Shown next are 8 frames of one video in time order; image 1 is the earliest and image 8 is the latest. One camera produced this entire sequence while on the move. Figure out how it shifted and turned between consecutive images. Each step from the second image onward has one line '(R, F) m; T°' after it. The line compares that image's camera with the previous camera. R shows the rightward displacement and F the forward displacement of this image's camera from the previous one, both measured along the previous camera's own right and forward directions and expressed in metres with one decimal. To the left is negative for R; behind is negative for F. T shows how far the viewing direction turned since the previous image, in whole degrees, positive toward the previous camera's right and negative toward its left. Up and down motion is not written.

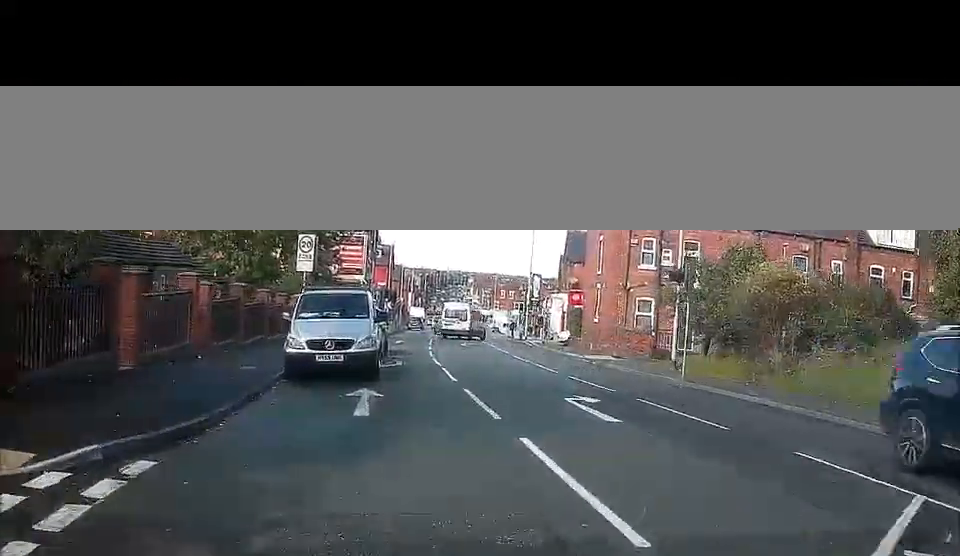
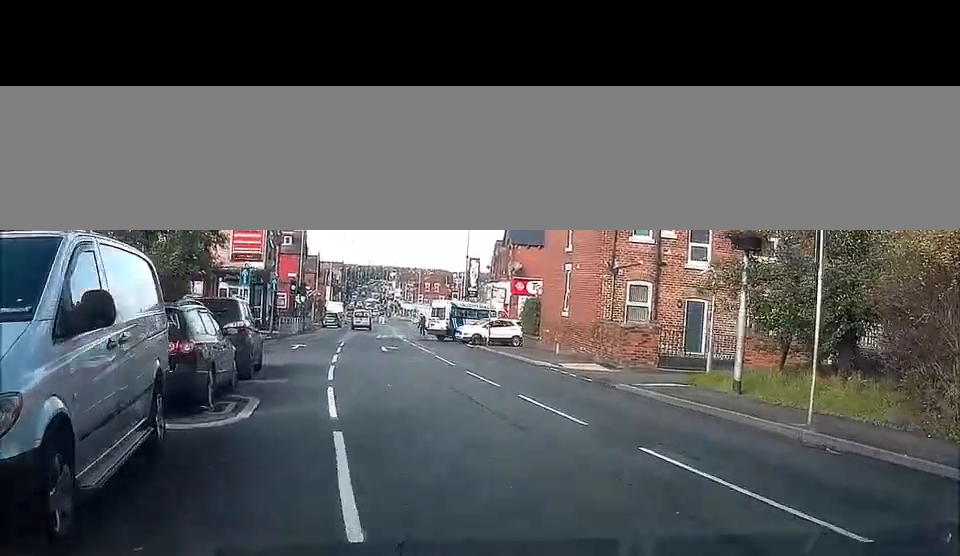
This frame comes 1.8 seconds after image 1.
(+0.4, +10.9) m; 0°
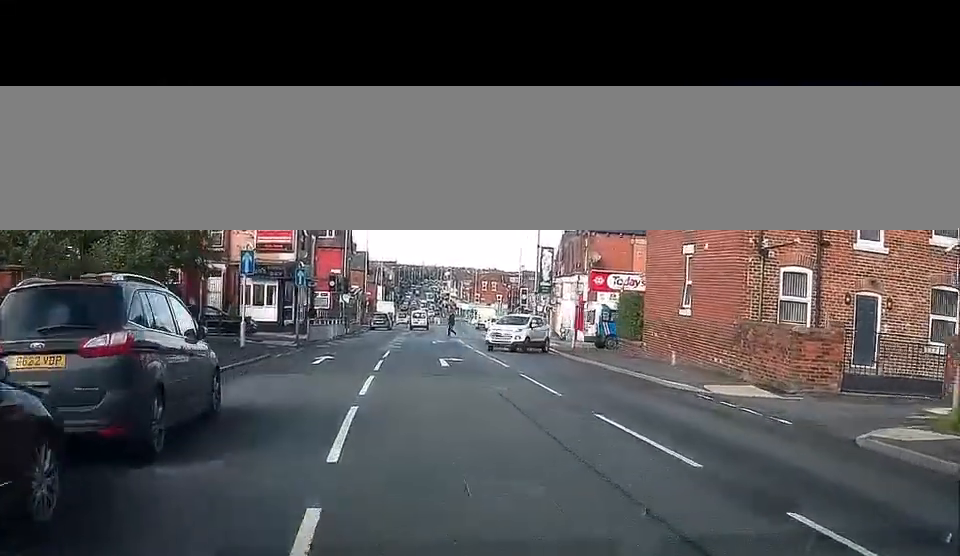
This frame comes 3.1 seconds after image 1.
(-0.5, +8.6) m; -3°
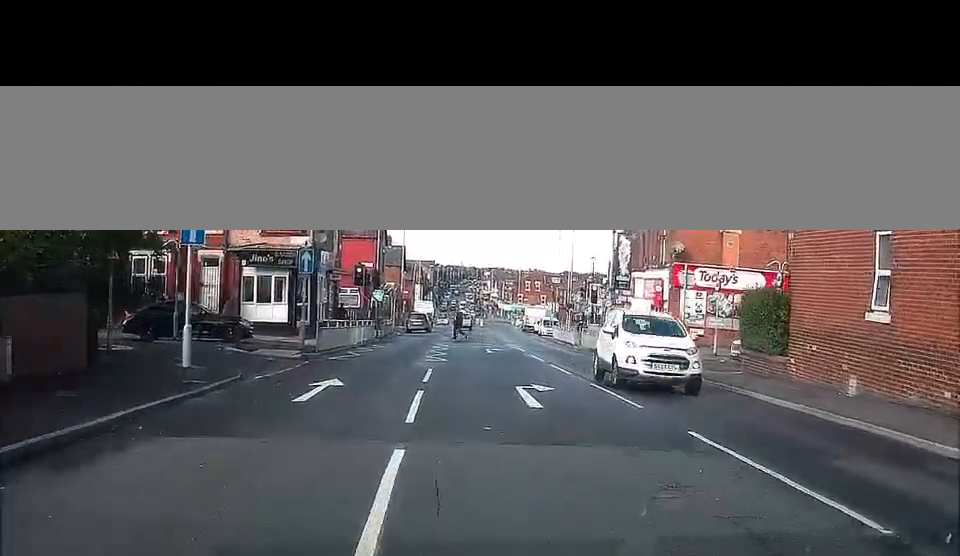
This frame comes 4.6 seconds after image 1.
(0.0, +10.4) m; -3°
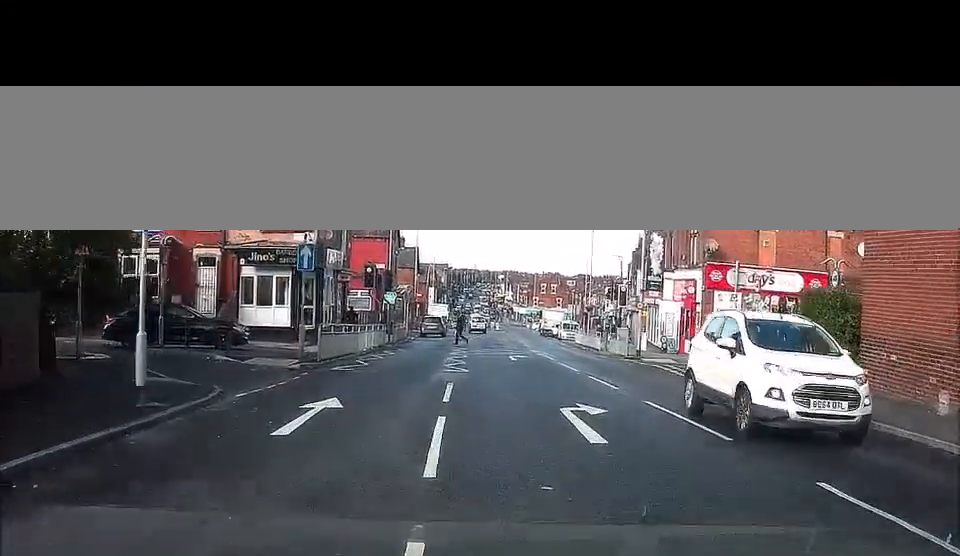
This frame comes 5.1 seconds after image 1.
(-0.1, +2.4) m; -2°
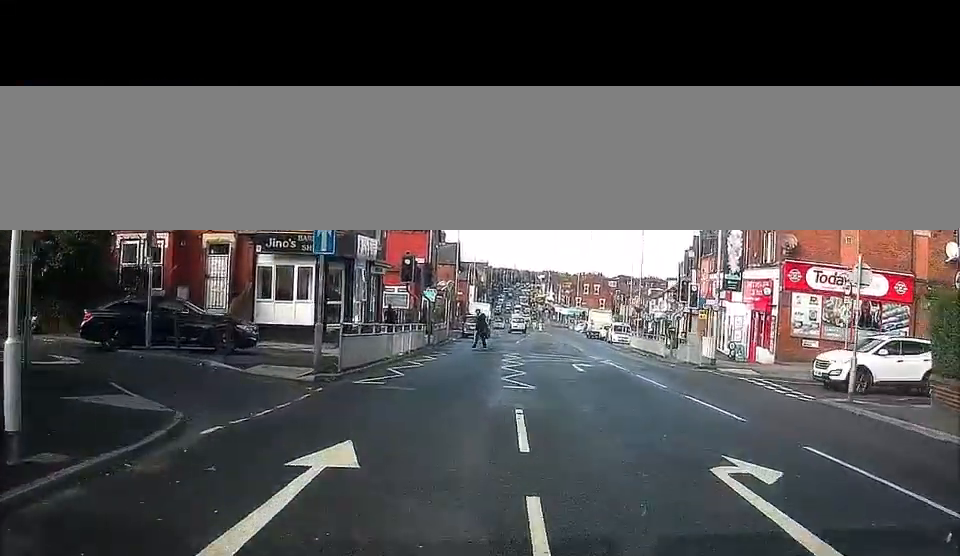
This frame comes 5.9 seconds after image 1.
(-0.1, +3.5) m; -1°
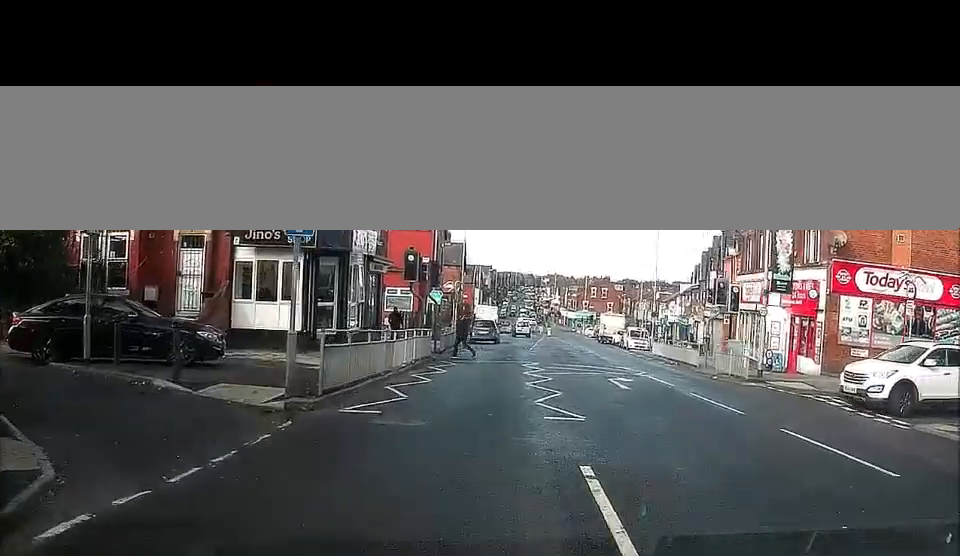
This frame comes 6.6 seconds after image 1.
(0.0, +3.0) m; 0°
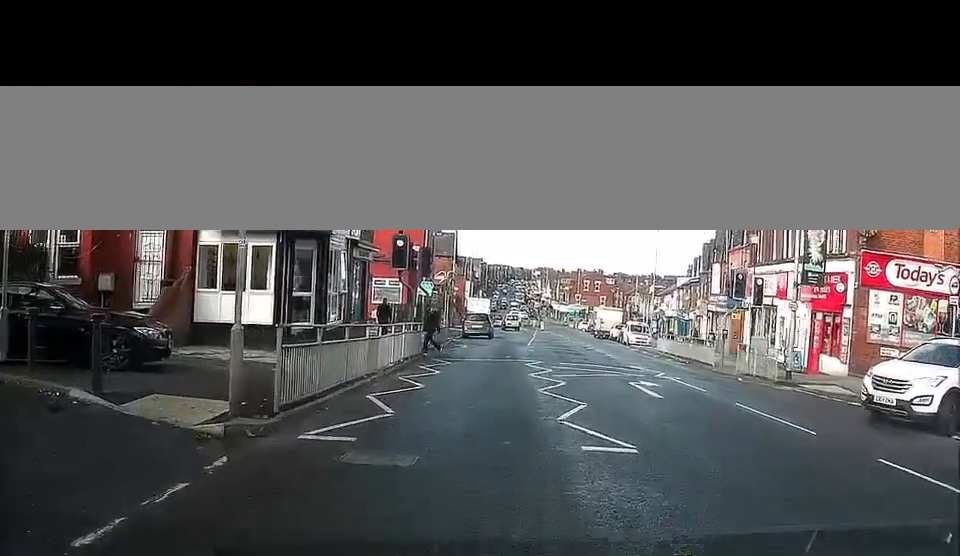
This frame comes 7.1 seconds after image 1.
(0.0, +2.9) m; 0°
